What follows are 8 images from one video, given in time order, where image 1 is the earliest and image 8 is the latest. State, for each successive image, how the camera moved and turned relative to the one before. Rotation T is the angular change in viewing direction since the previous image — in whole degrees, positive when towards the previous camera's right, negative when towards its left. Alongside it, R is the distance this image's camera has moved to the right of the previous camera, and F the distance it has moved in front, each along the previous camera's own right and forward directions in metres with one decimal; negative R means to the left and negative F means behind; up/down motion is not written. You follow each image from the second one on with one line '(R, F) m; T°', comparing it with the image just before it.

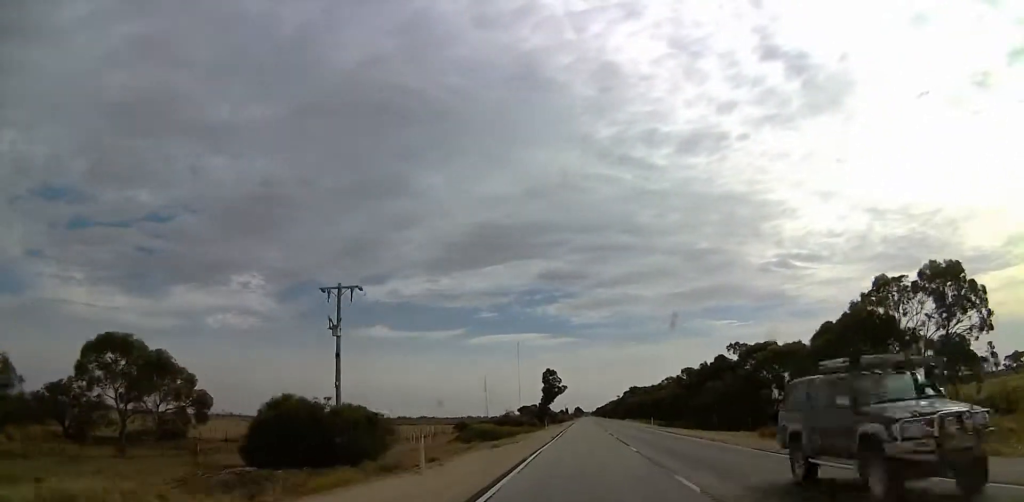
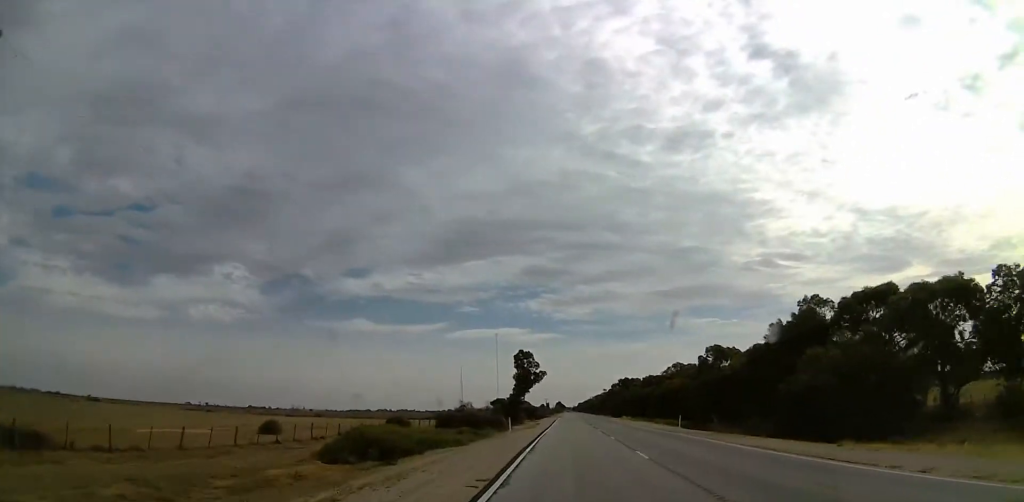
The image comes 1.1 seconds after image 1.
(+1.0, +29.6) m; +3°
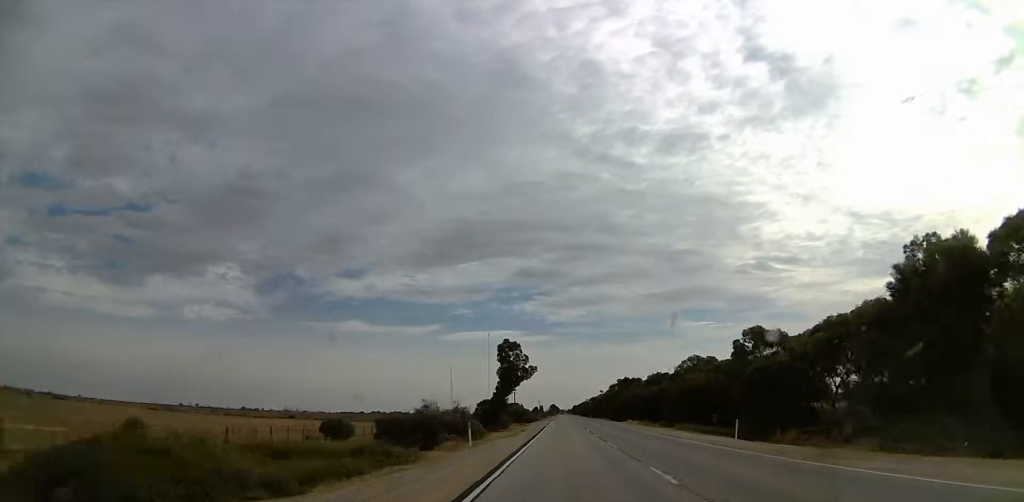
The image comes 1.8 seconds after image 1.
(+0.1, +18.1) m; 0°
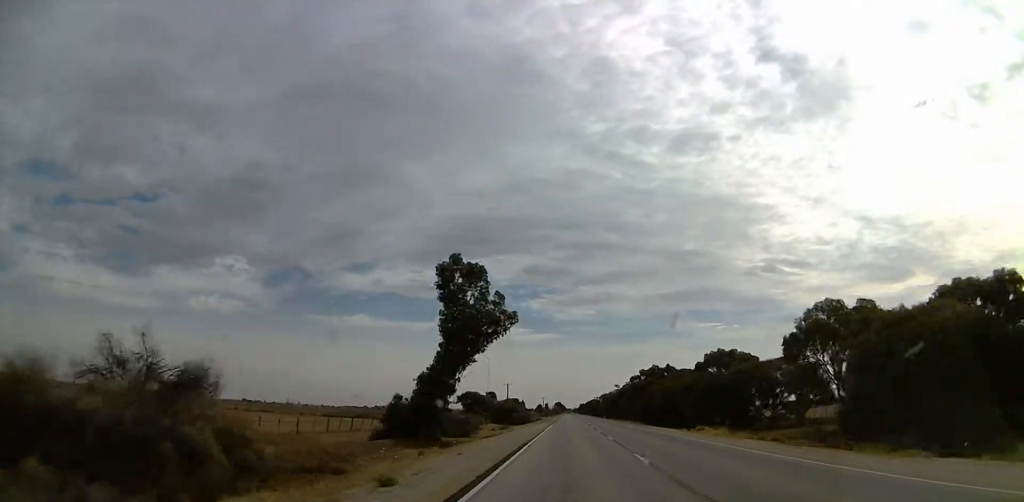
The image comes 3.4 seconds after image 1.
(-0.1, +44.5) m; 0°
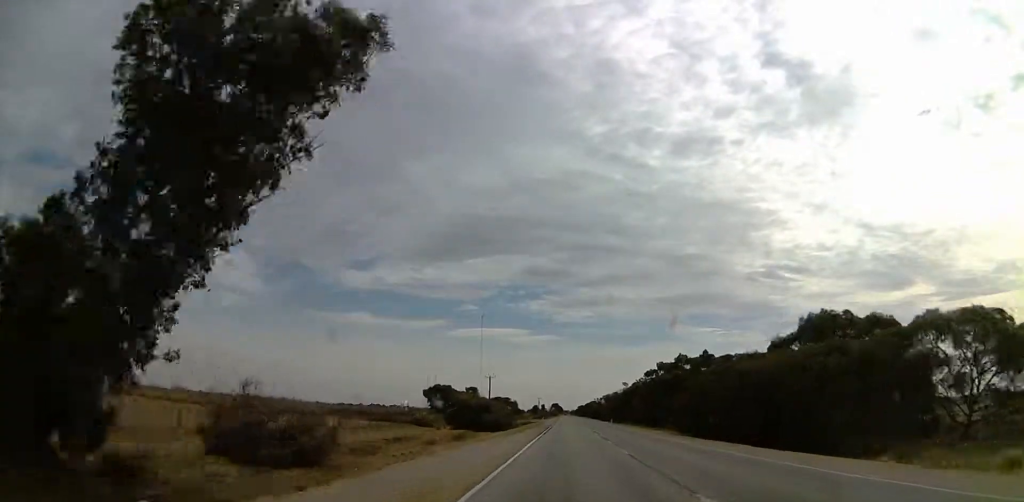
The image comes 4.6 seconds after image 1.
(+0.1, +31.7) m; 0°
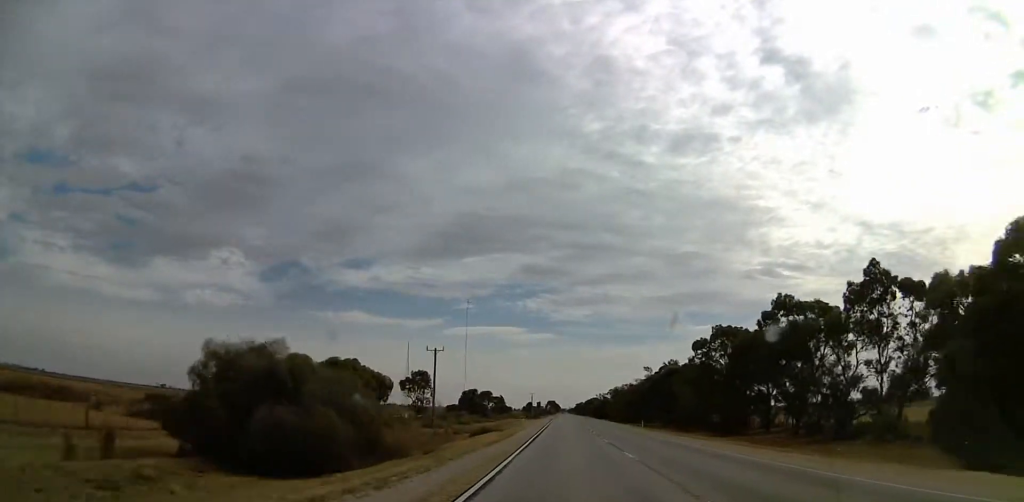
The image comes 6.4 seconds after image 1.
(-0.1, +49.5) m; 0°
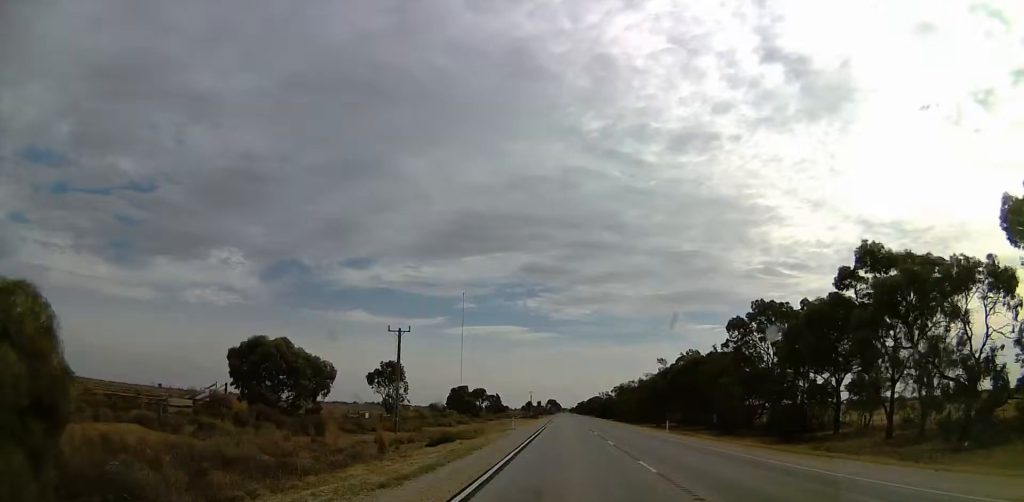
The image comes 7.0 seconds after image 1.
(0.0, +16.2) m; 0°
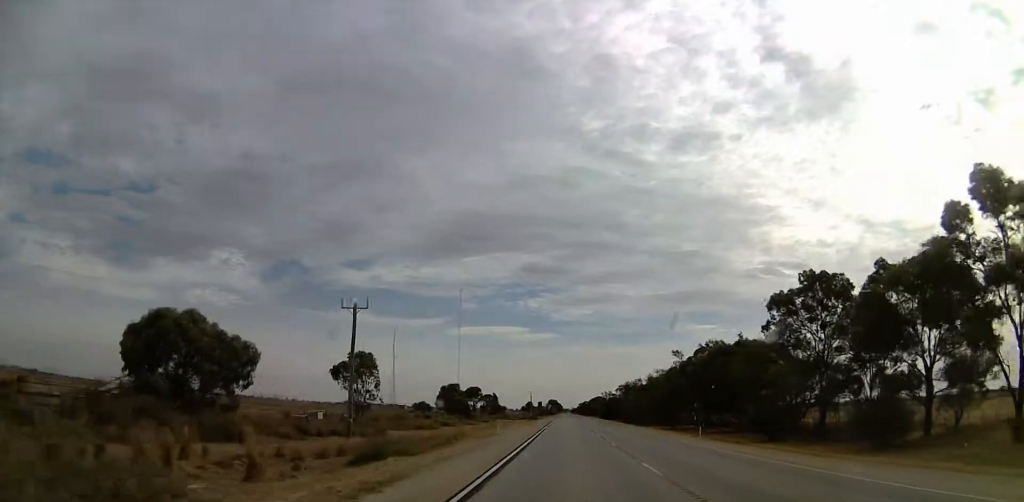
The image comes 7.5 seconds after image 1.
(0.0, +12.6) m; 0°
